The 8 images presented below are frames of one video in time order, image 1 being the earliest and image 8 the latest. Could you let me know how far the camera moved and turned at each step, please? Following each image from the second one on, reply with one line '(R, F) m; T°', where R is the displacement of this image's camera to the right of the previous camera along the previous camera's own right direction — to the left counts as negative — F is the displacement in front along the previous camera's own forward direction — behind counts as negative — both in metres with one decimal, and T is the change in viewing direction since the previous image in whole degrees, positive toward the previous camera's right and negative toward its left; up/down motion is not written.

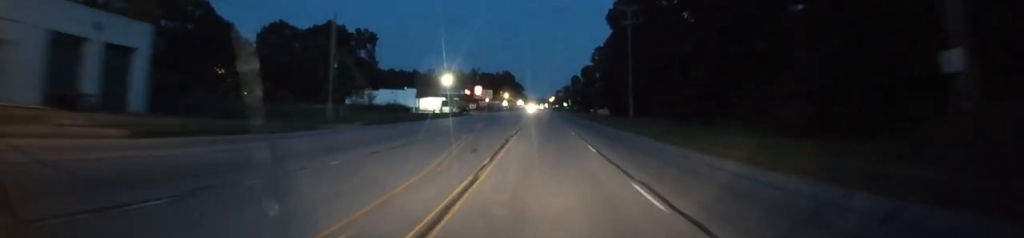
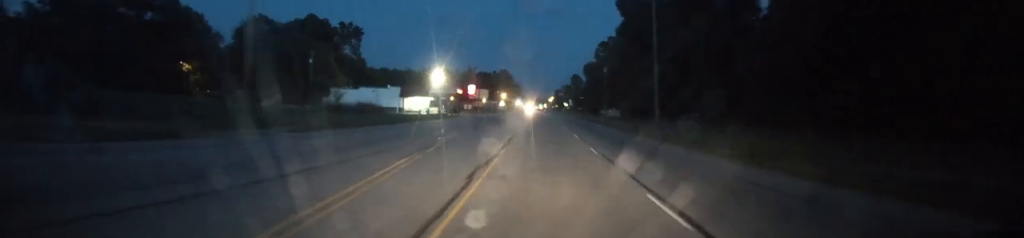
(+0.1, +13.6) m; 0°
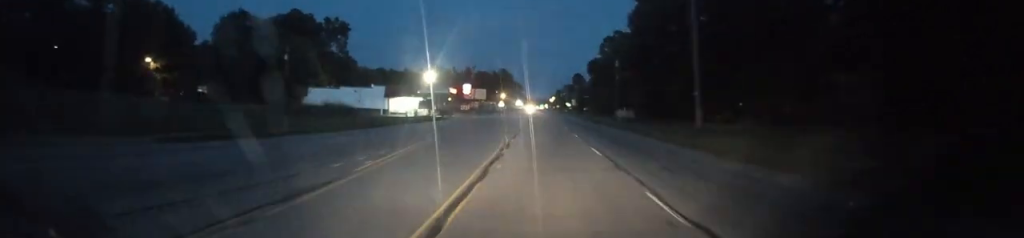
(-0.2, +12.1) m; 0°
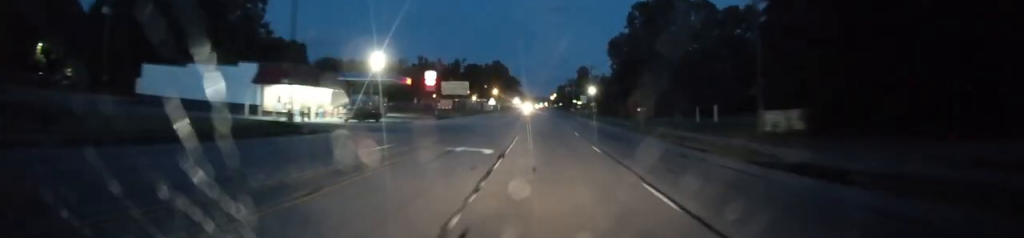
(-0.1, +46.6) m; +1°
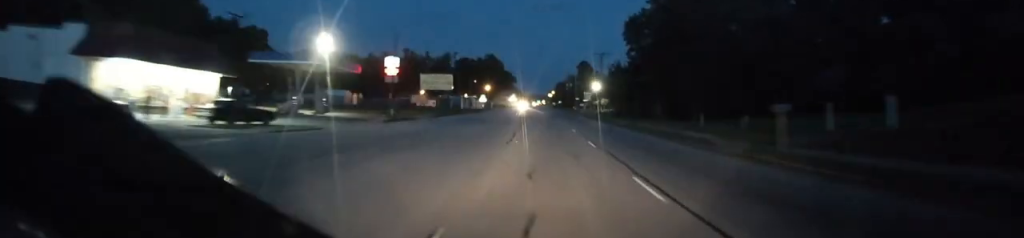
(+0.2, +23.5) m; +1°
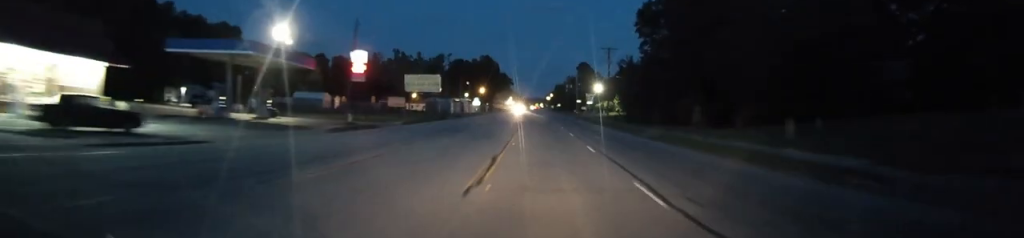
(0.0, +12.0) m; 0°
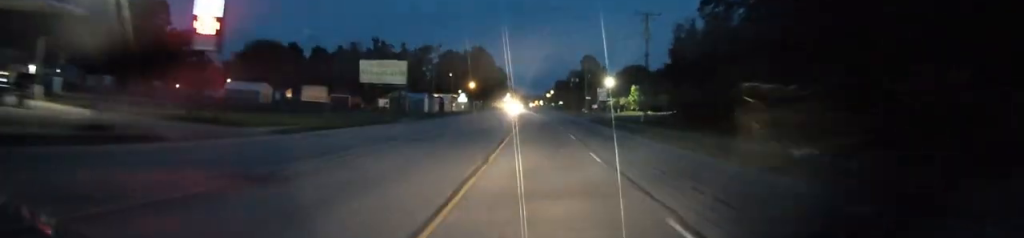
(-0.1, +28.4) m; -1°
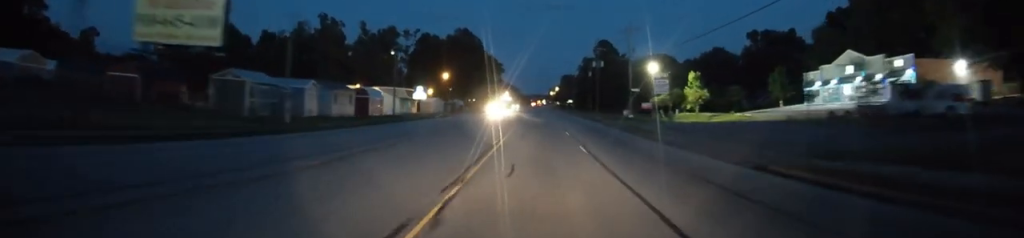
(0.0, +51.4) m; 0°
